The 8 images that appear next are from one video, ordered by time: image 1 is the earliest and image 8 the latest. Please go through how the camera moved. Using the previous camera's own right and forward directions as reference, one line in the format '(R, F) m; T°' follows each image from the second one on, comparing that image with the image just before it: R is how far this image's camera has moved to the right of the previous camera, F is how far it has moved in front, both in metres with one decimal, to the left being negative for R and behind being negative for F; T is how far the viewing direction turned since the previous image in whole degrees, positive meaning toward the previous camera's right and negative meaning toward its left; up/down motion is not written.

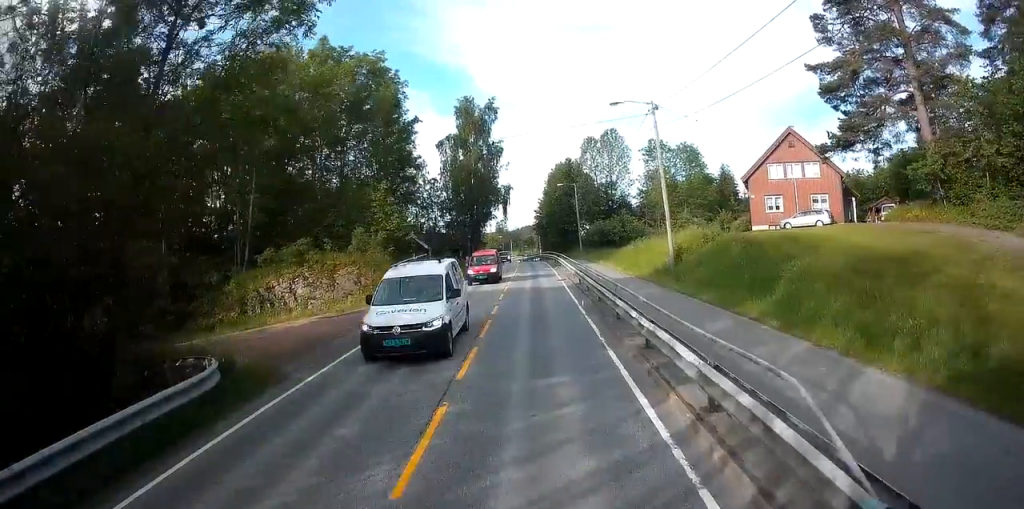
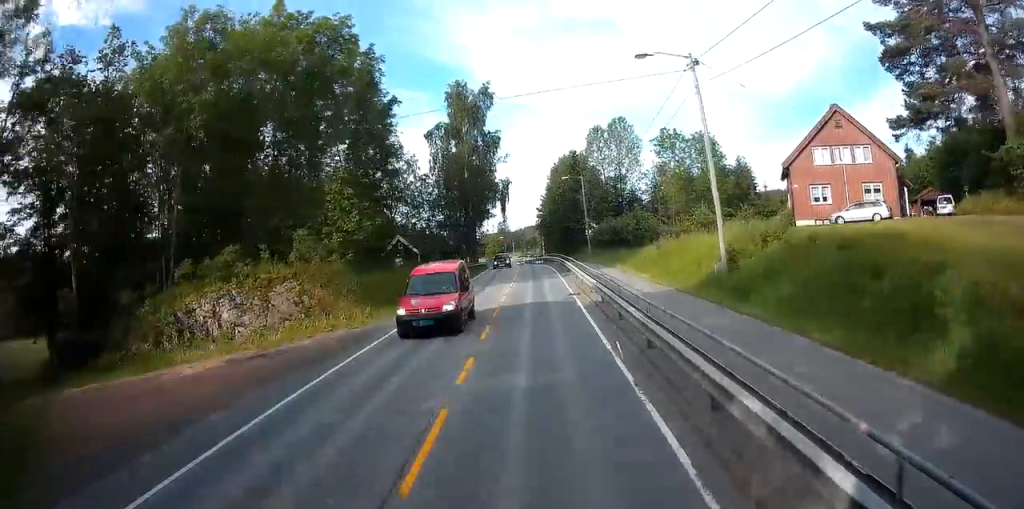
(+0.1, +8.4) m; 0°
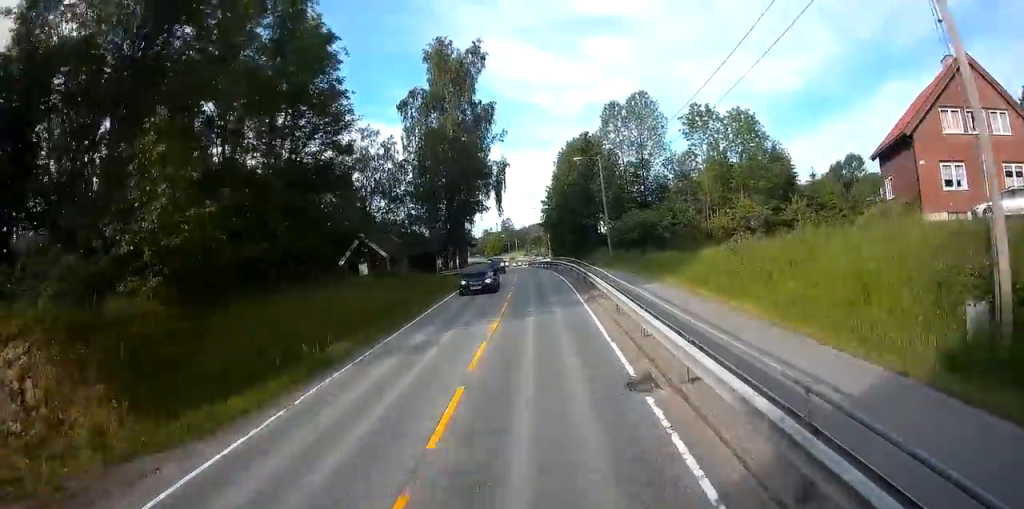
(+0.1, +15.0) m; -1°
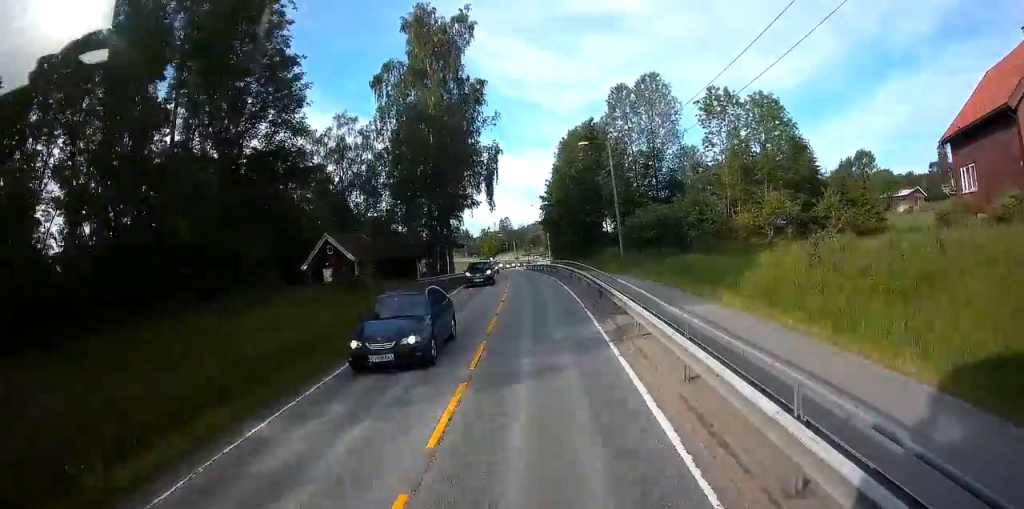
(-0.1, +8.1) m; -1°
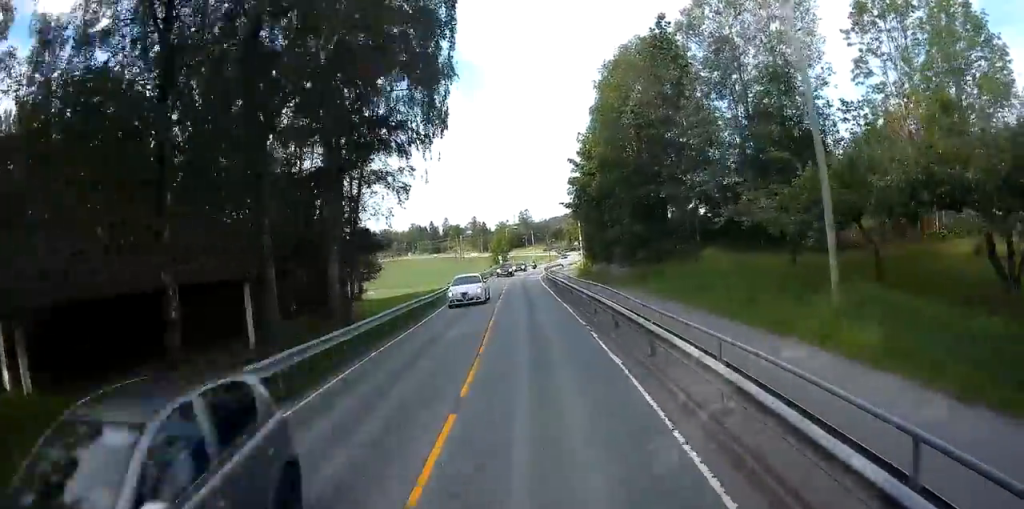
(-0.2, +29.4) m; -1°
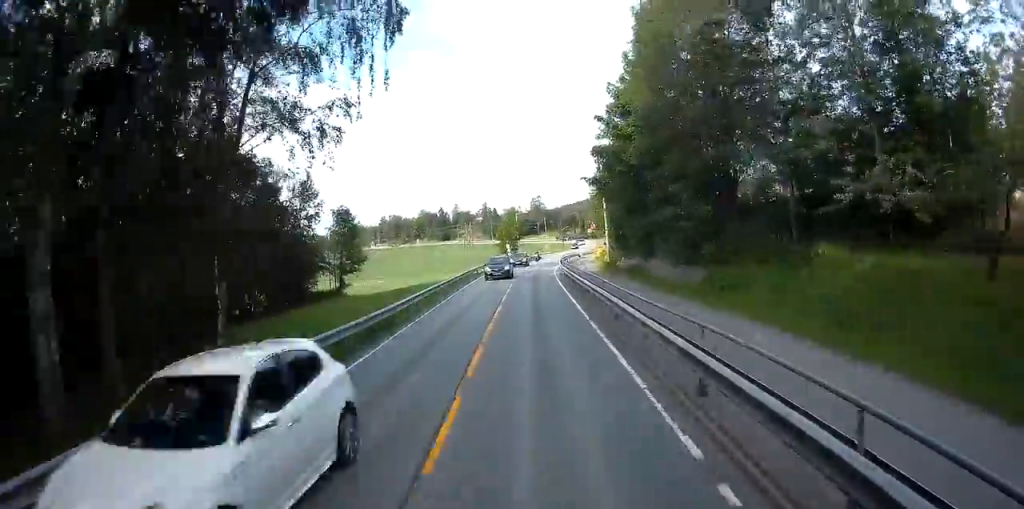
(-0.1, +11.2) m; -1°
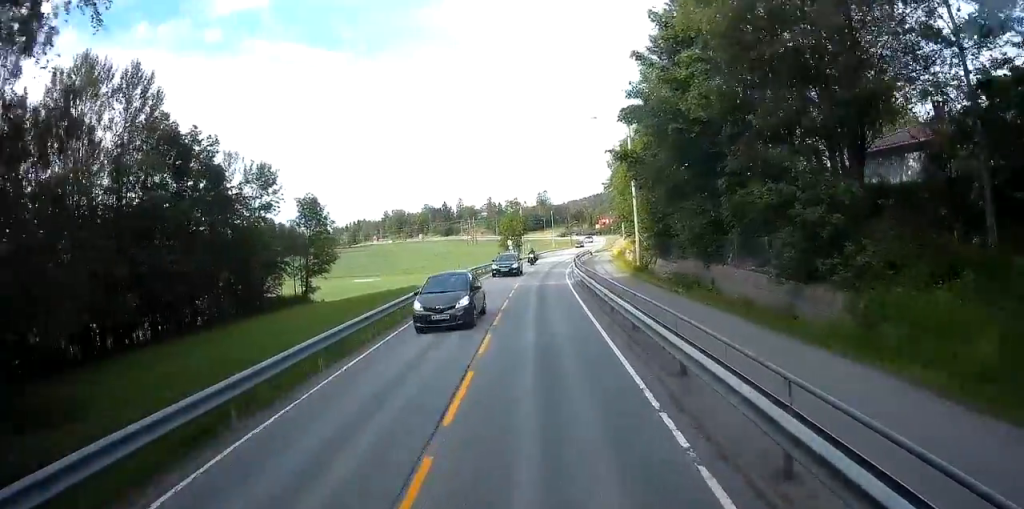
(-0.1, +10.7) m; -1°
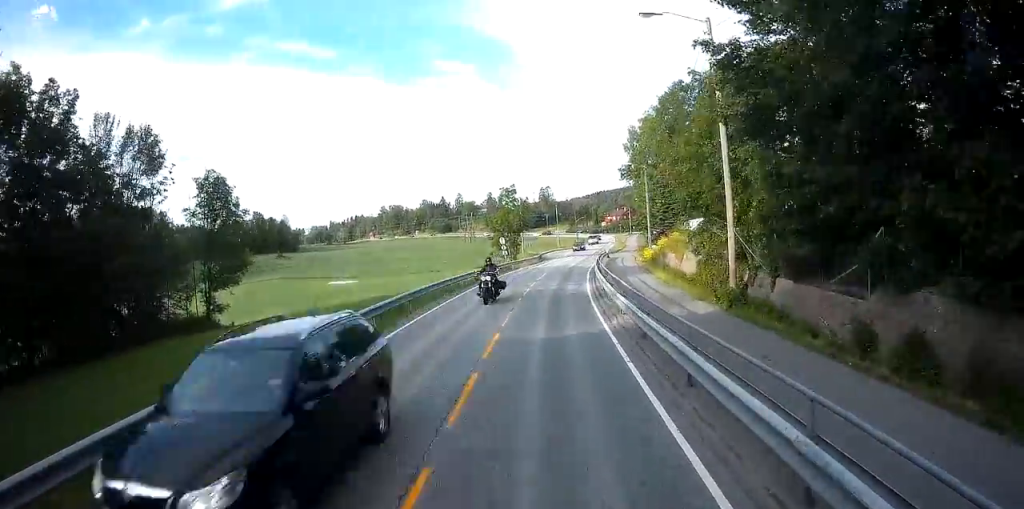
(-0.2, +16.4) m; 0°
